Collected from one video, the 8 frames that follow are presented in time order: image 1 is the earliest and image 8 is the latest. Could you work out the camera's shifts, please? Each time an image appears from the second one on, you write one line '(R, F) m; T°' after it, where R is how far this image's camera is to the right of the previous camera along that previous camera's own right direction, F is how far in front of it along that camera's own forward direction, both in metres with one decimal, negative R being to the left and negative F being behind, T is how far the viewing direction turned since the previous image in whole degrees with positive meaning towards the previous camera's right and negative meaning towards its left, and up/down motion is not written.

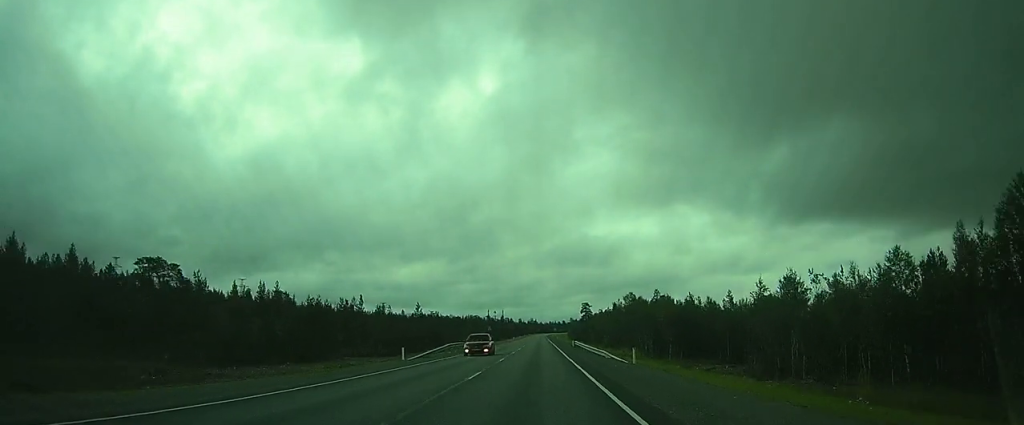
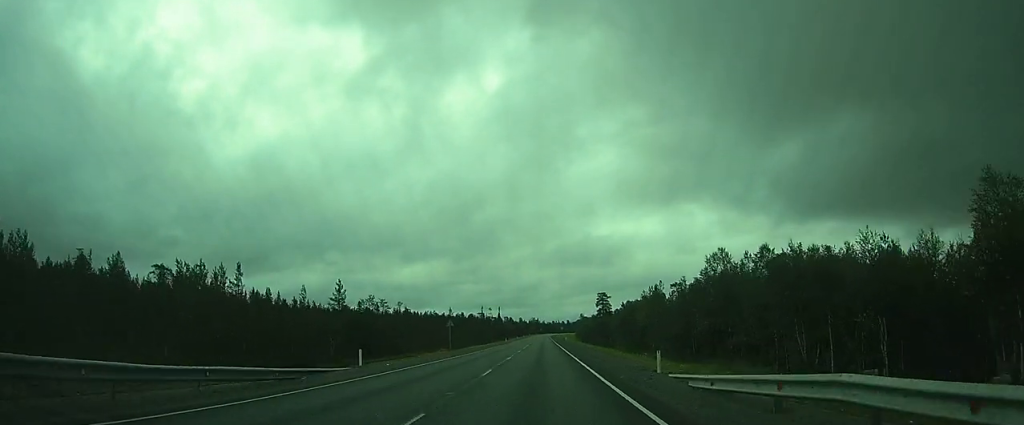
(-0.5, +50.4) m; -1°
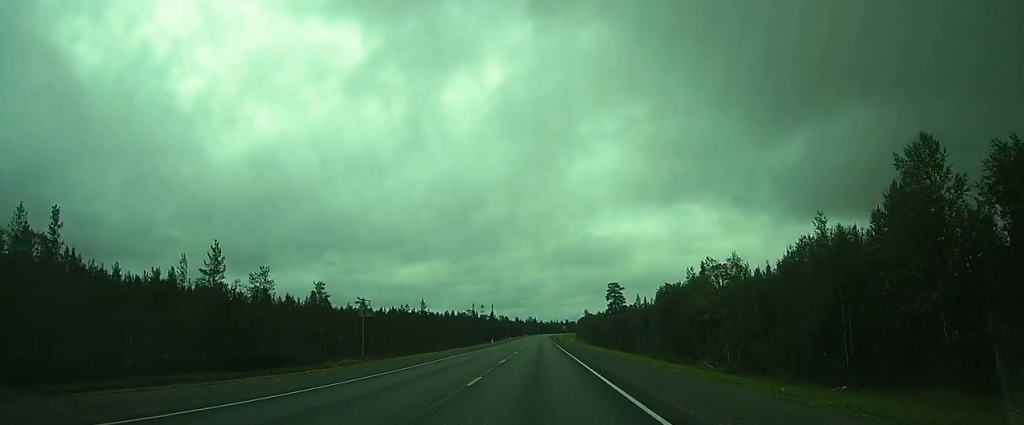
(0.0, +30.1) m; 0°
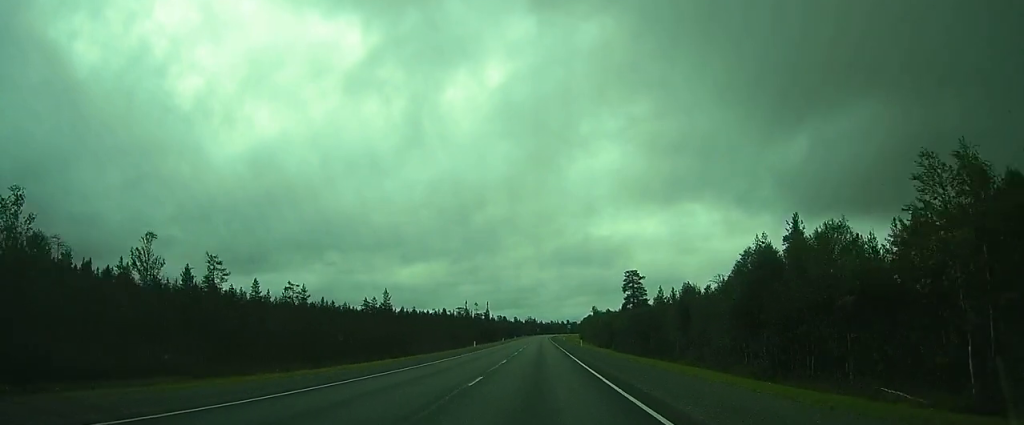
(0.0, +26.0) m; 0°
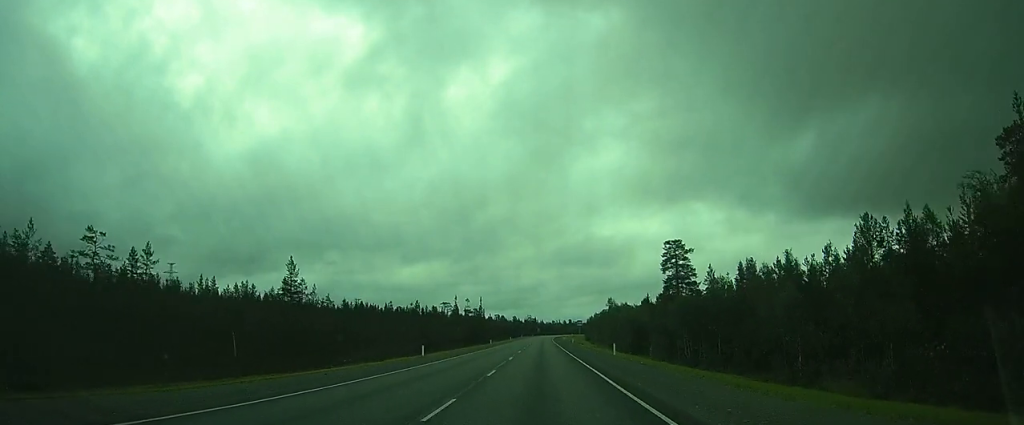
(+0.2, +32.5) m; +1°
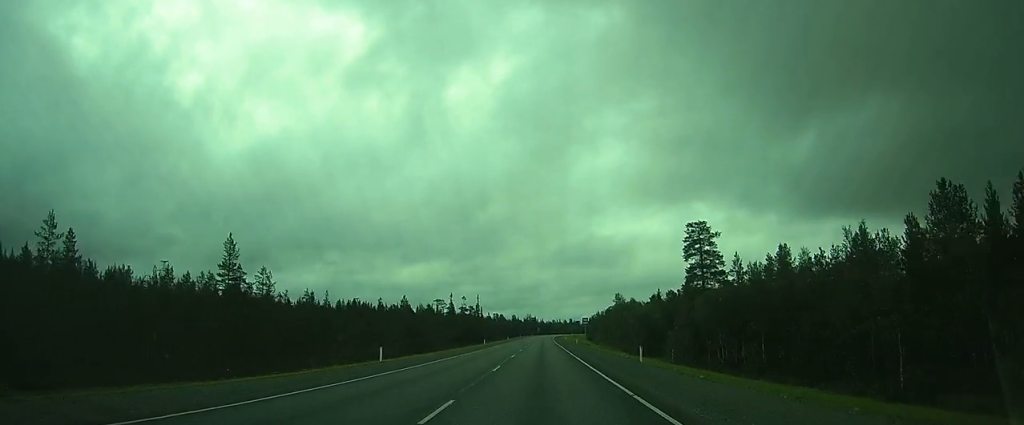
(0.0, +10.7) m; 0°
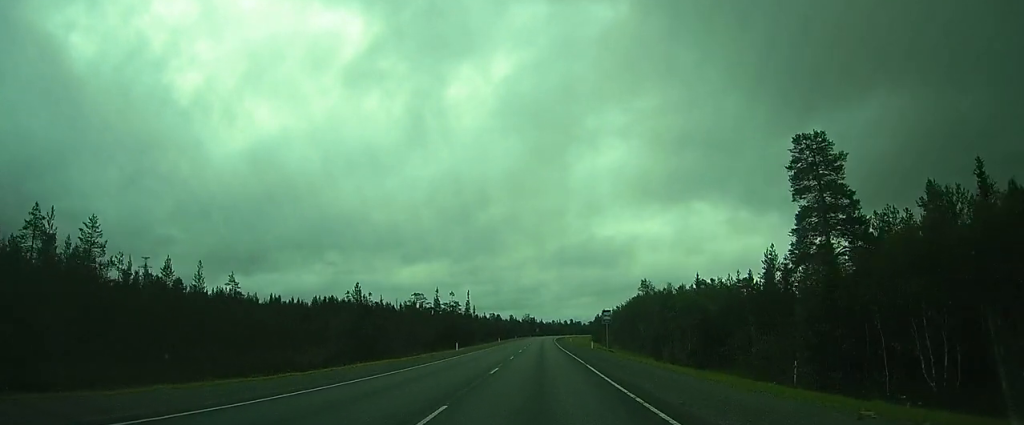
(0.0, +26.1) m; 0°
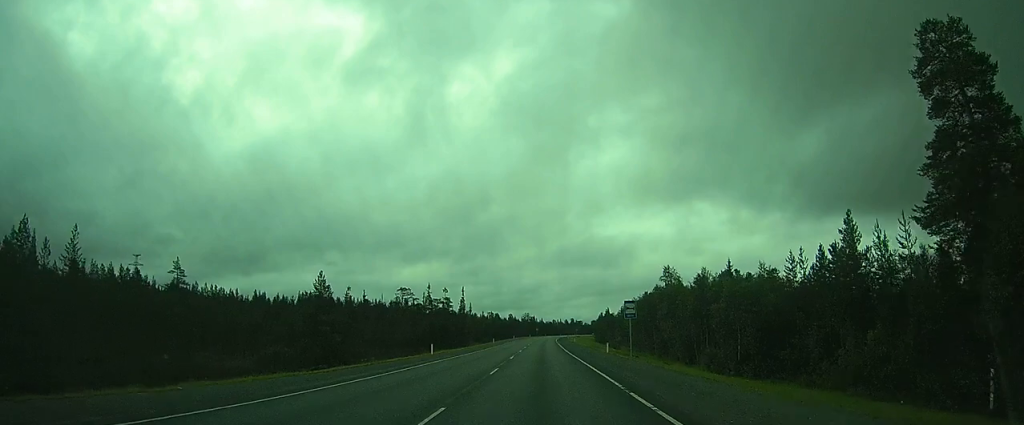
(0.0, +12.9) m; 0°
